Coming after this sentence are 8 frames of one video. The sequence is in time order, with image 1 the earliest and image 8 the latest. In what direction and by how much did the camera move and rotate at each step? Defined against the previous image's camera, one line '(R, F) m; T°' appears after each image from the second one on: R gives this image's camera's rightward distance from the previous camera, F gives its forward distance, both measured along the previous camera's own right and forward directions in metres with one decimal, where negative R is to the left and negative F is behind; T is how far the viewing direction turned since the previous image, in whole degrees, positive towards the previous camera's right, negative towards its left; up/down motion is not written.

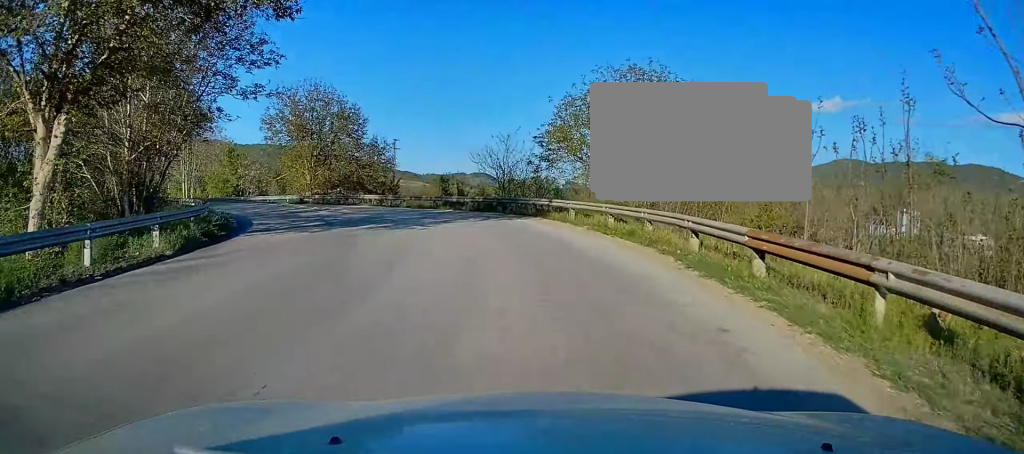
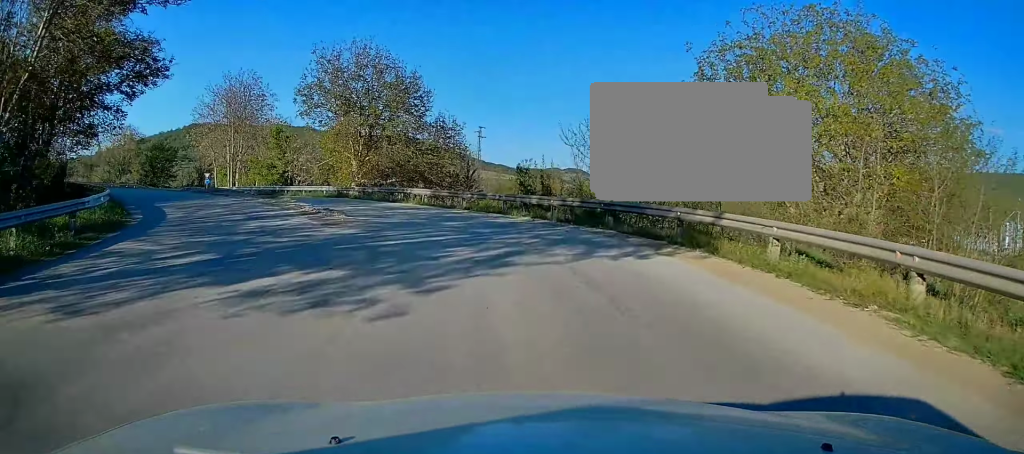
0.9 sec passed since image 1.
(-0.7, +13.2) m; -8°
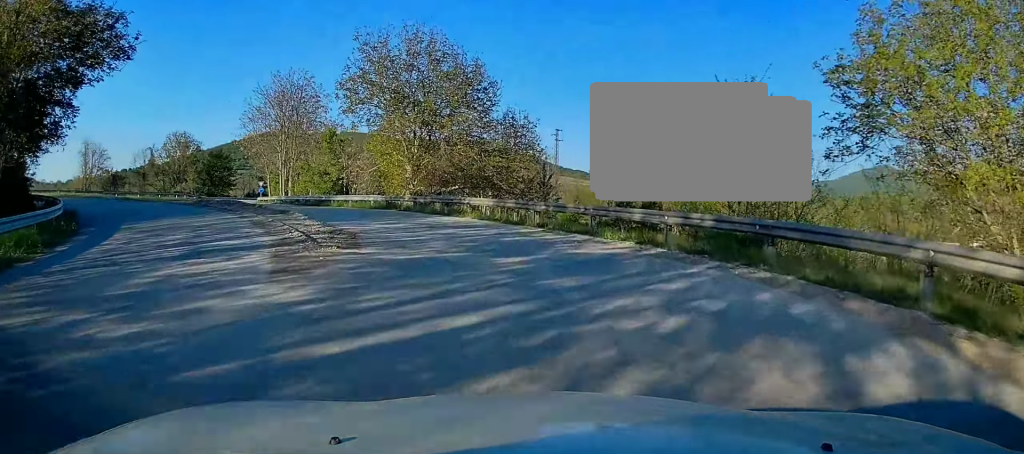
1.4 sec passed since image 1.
(-0.6, +7.1) m; -5°
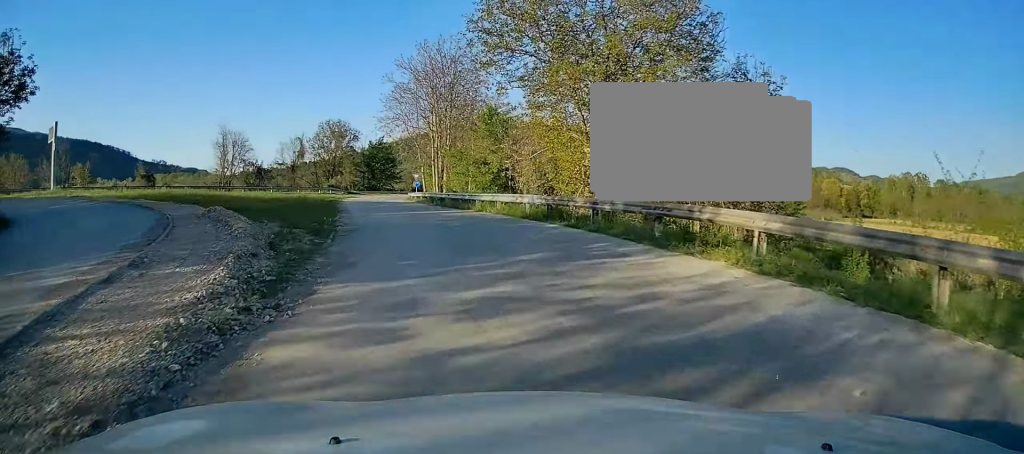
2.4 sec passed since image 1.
(-1.4, +14.4) m; -12°
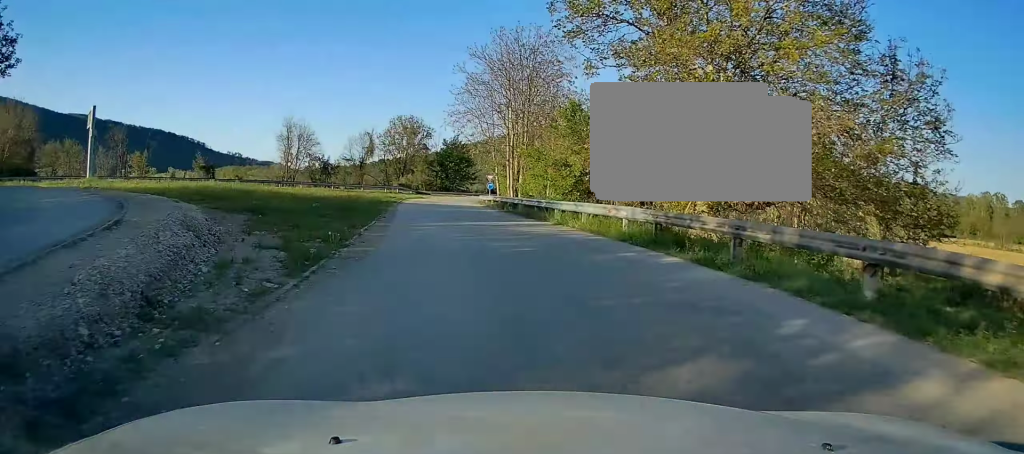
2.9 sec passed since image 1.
(+0.1, +6.0) m; -5°
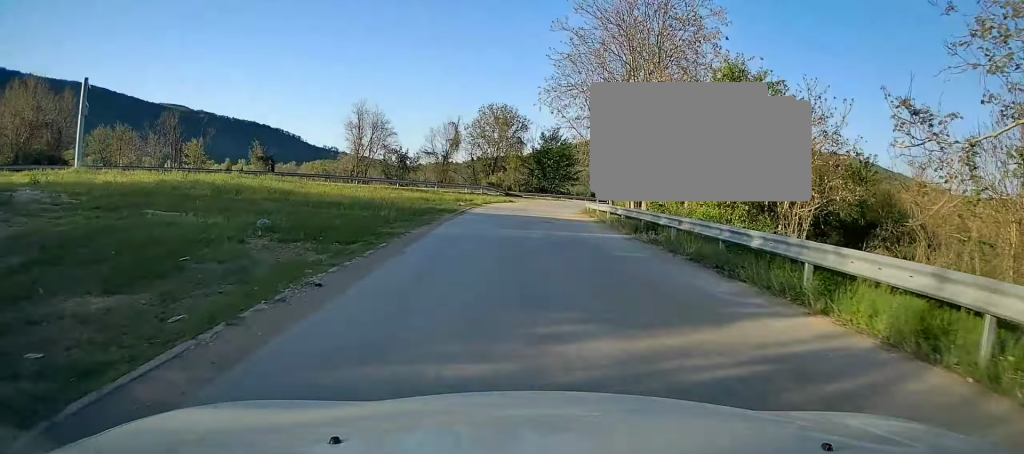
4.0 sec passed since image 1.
(-2.0, +15.0) m; -13°
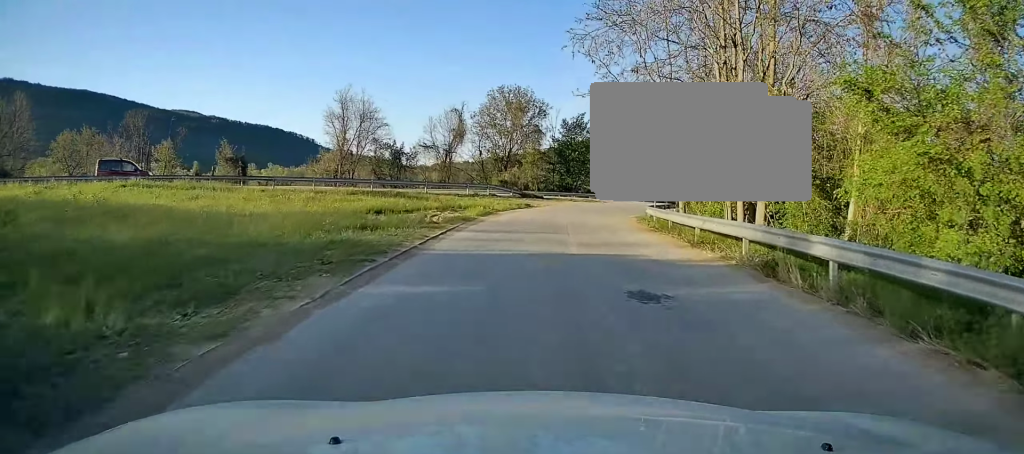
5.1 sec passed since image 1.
(-1.3, +15.8) m; -6°
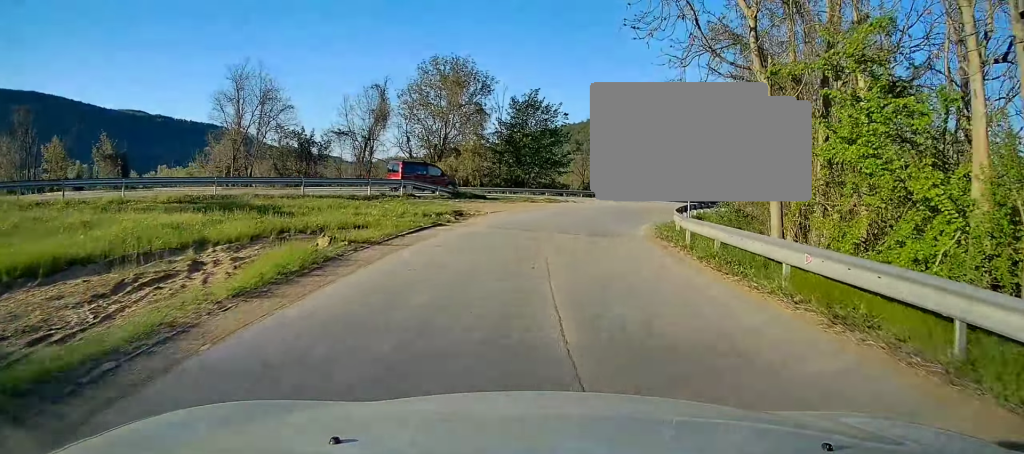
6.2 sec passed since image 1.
(-0.1, +15.9) m; +2°
